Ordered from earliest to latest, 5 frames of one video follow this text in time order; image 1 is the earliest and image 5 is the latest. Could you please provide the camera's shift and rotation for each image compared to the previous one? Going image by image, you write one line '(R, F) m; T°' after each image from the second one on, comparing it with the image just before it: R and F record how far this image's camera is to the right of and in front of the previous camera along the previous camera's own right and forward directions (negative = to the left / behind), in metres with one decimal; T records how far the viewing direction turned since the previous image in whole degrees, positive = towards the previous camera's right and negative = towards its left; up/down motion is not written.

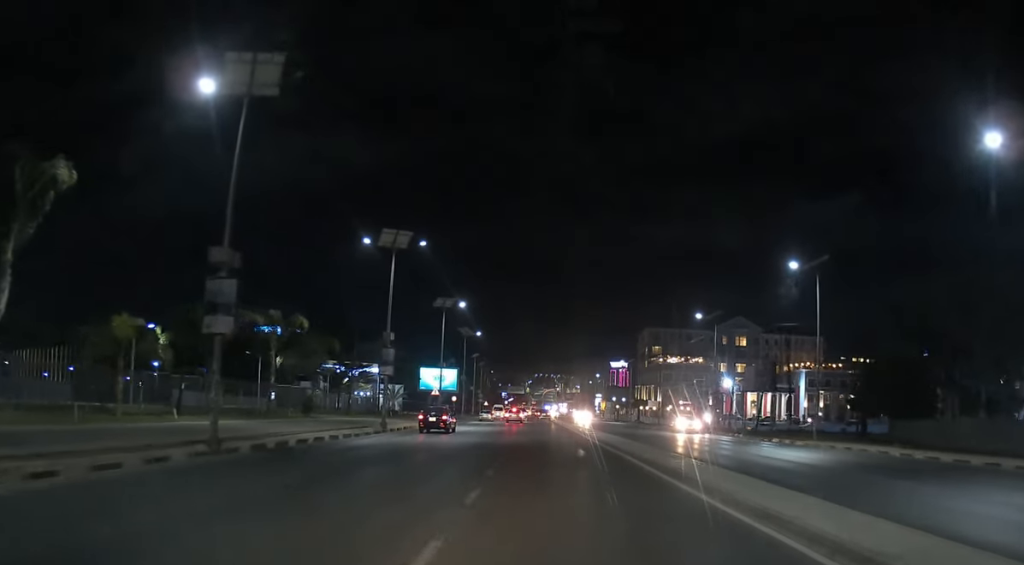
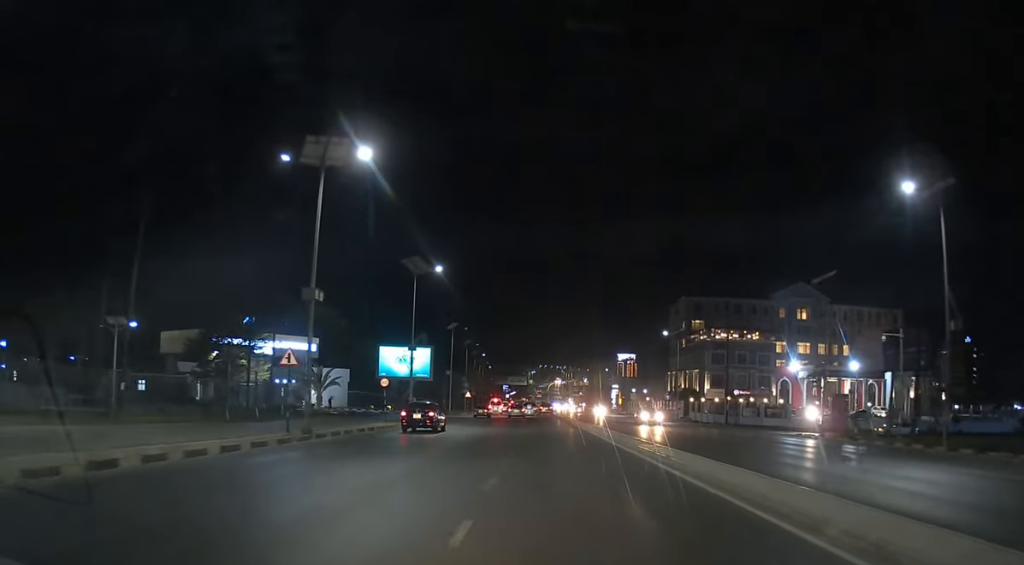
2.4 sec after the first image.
(-0.7, +42.9) m; -1°
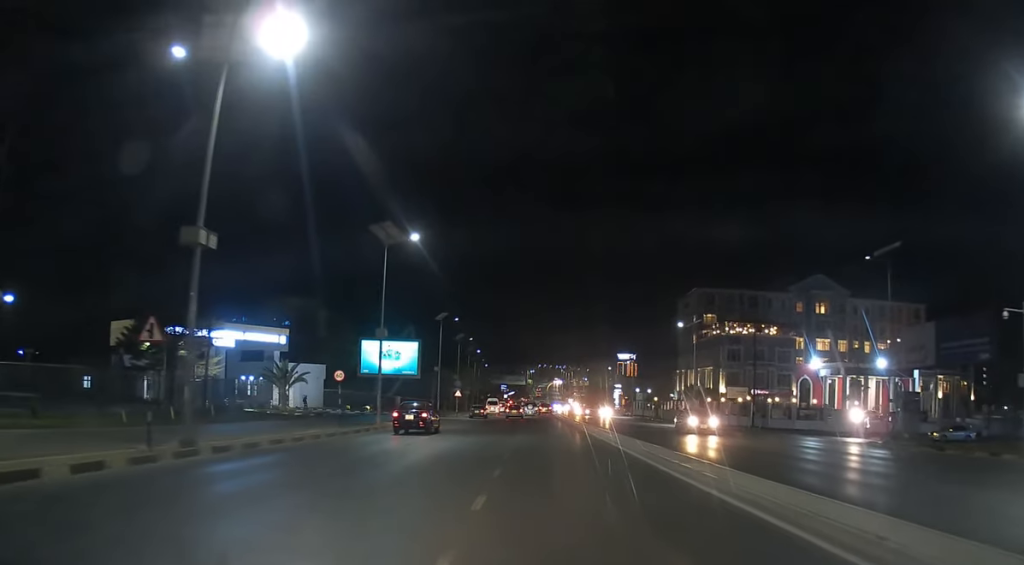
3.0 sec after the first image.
(+0.1, +10.7) m; 0°
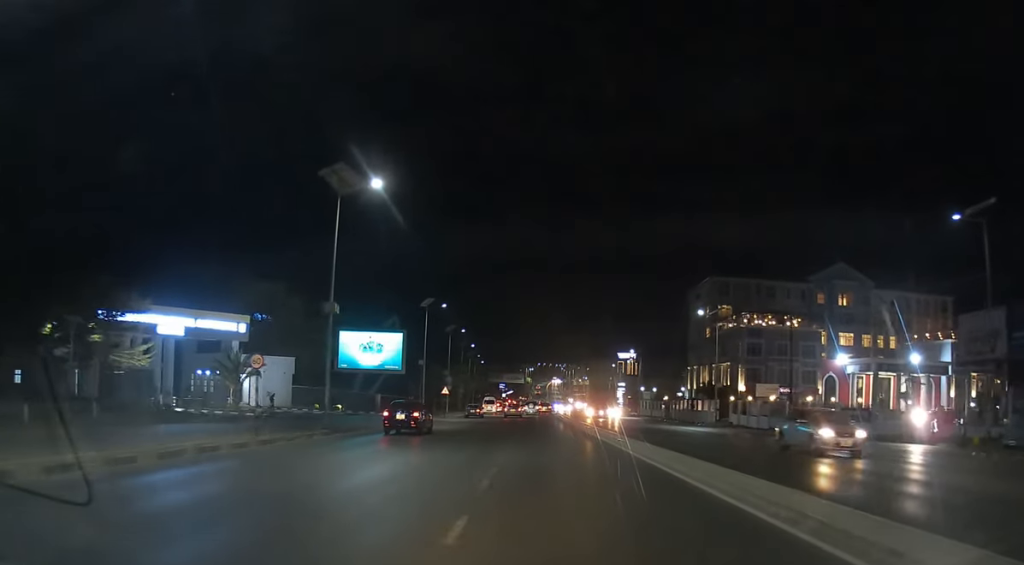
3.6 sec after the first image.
(+0.1, +11.0) m; 0°
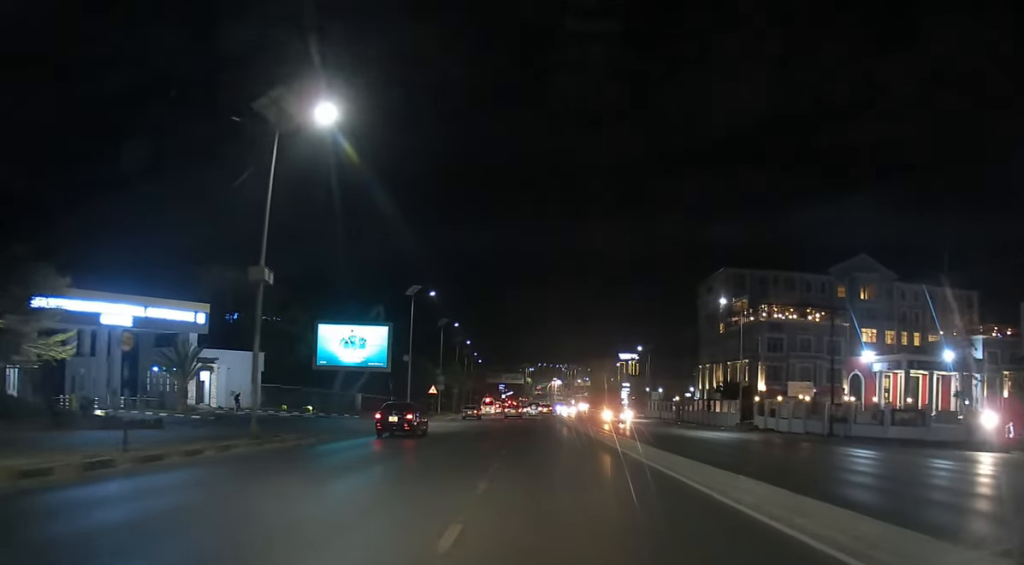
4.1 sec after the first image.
(-0.1, +8.9) m; 0°
